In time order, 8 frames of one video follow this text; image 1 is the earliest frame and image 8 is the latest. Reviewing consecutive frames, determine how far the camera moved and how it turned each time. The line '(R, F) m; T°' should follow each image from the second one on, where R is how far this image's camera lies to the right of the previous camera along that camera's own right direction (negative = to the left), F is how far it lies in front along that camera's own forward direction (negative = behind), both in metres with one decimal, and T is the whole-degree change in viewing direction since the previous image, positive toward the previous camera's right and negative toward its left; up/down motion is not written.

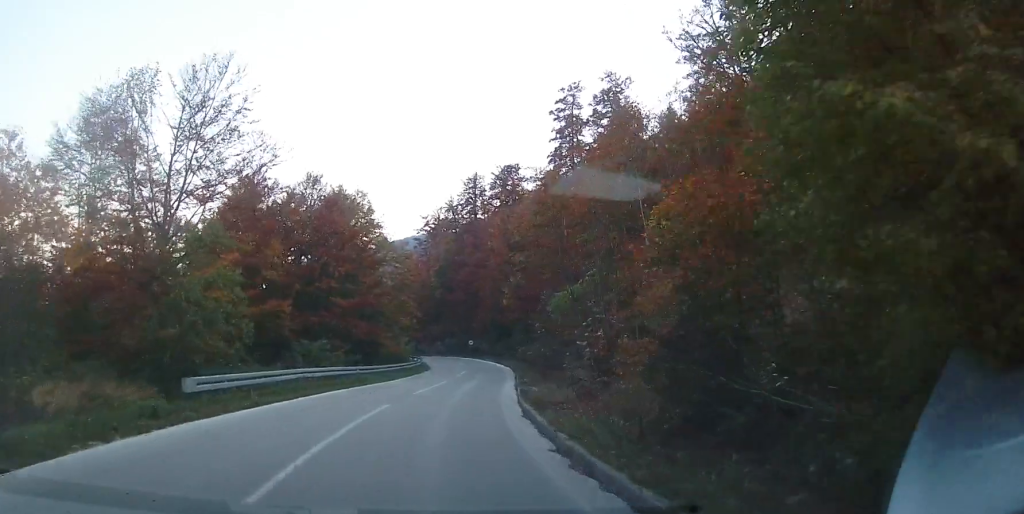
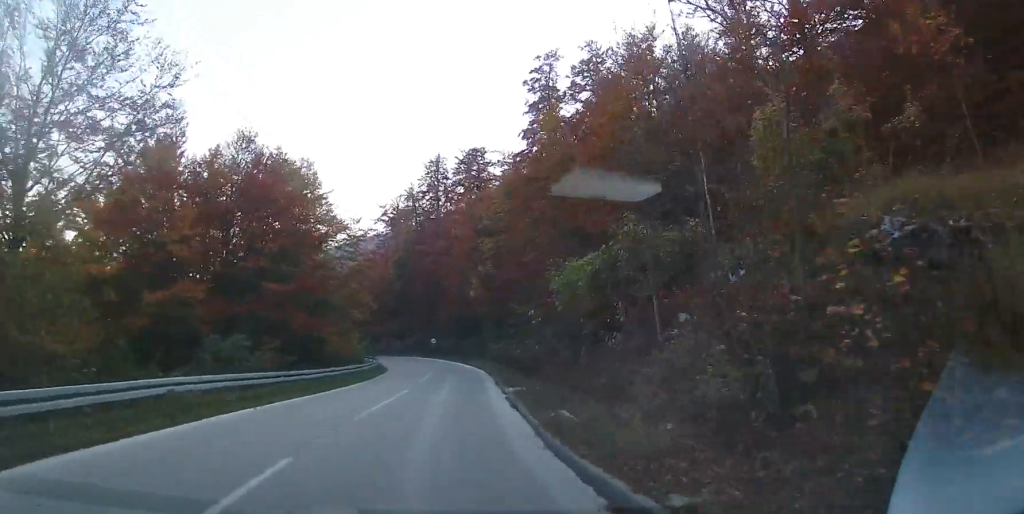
(+0.4, +8.7) m; +2°
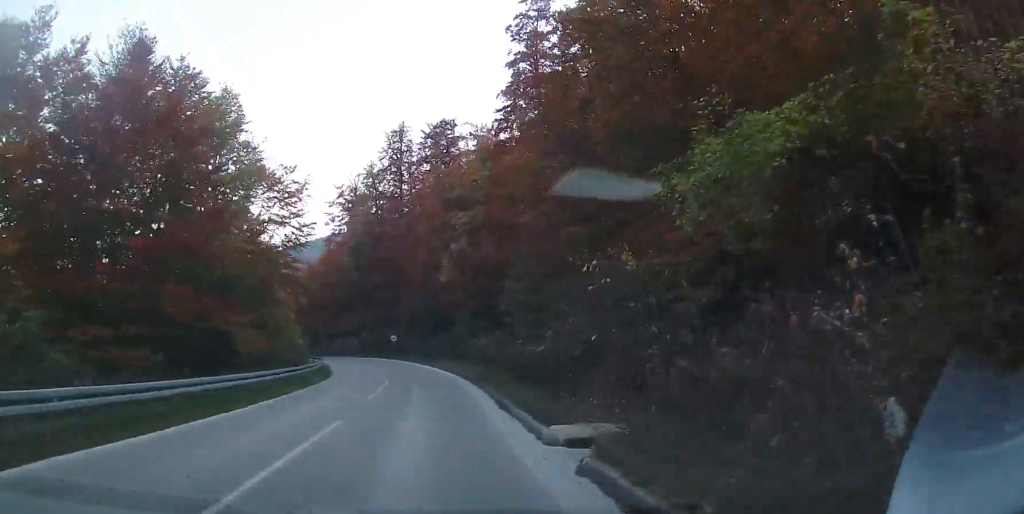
(+0.2, +11.9) m; +2°
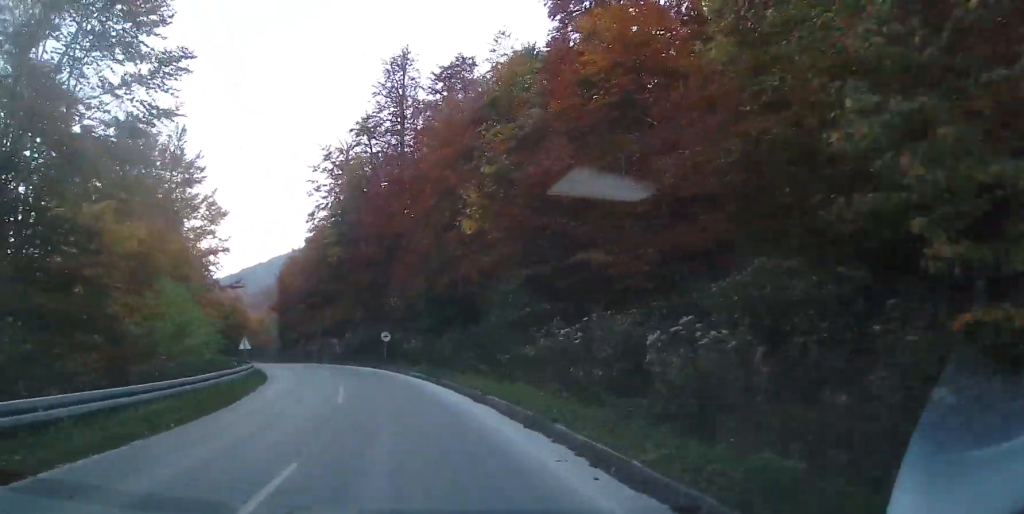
(+0.4, +20.8) m; -1°
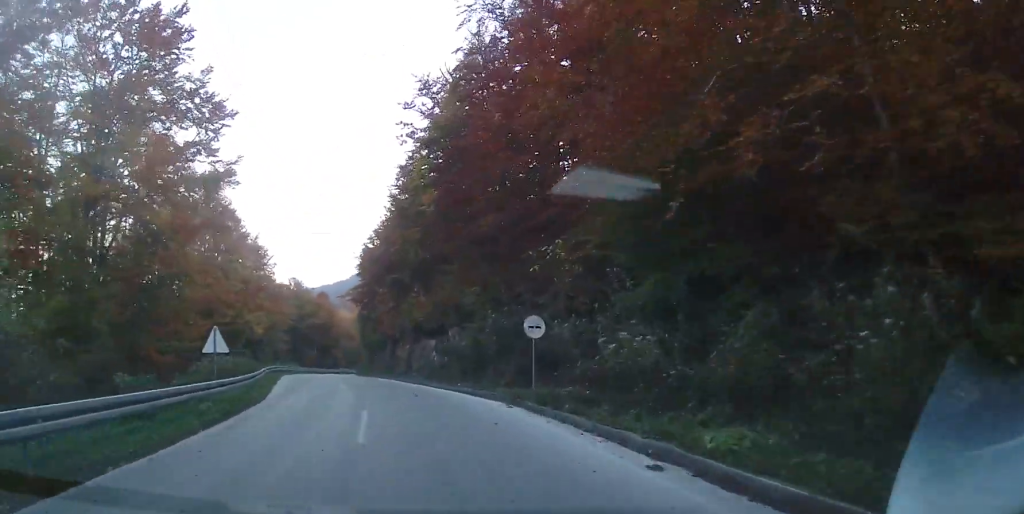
(-1.5, +22.5) m; -8°
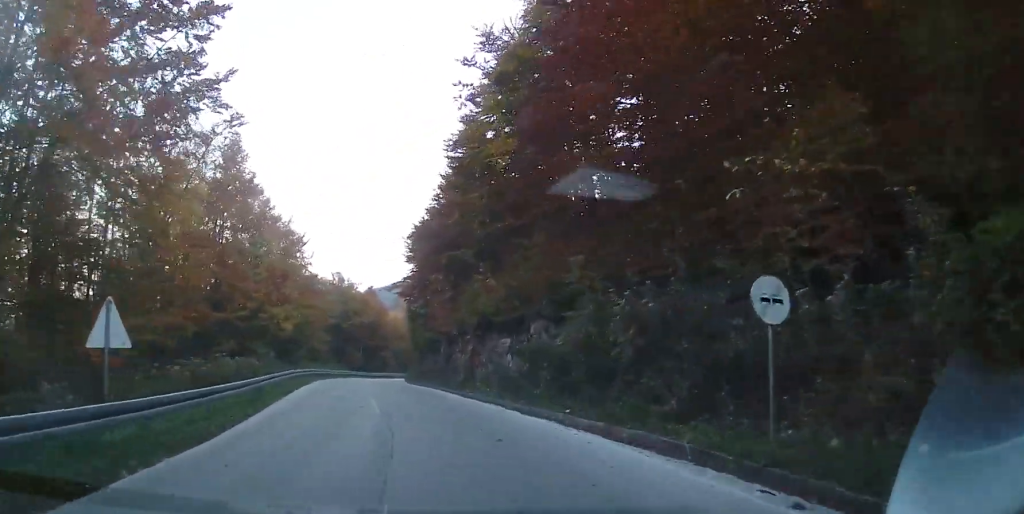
(-0.1, +9.6) m; -5°
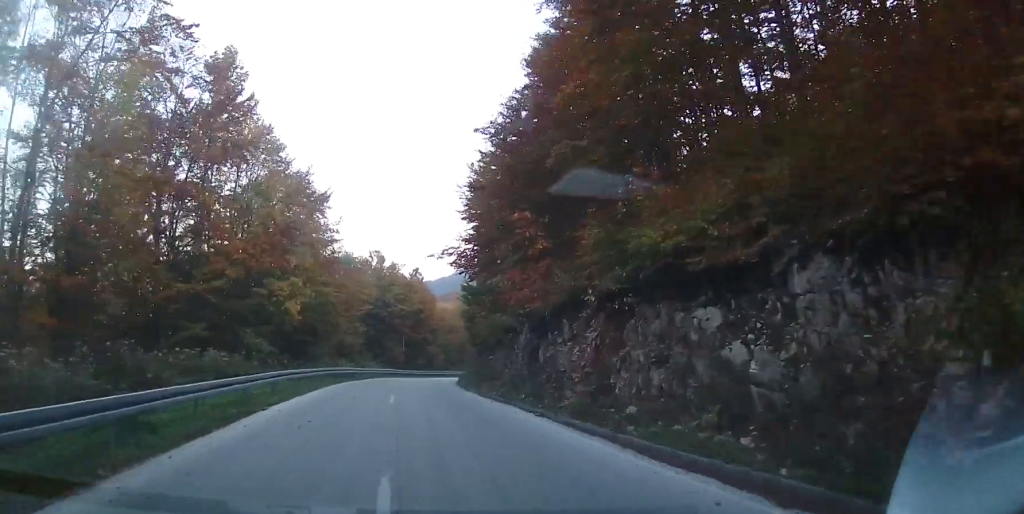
(-1.1, +14.1) m; -4°
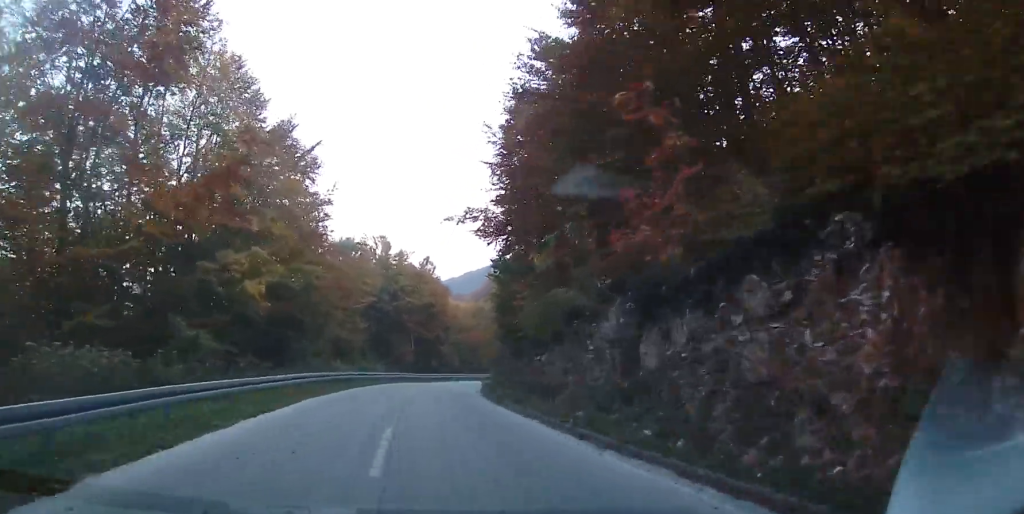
(-0.2, +9.8) m; -1°
